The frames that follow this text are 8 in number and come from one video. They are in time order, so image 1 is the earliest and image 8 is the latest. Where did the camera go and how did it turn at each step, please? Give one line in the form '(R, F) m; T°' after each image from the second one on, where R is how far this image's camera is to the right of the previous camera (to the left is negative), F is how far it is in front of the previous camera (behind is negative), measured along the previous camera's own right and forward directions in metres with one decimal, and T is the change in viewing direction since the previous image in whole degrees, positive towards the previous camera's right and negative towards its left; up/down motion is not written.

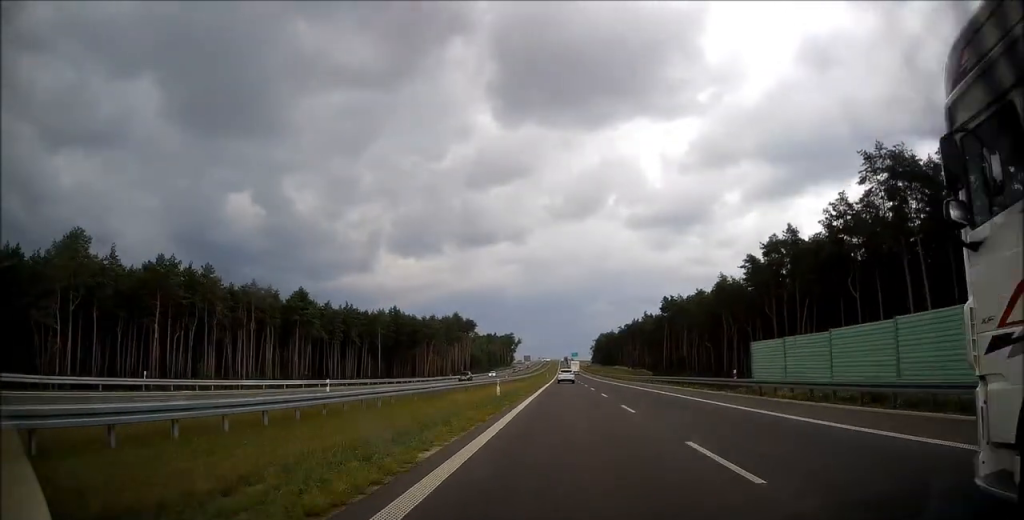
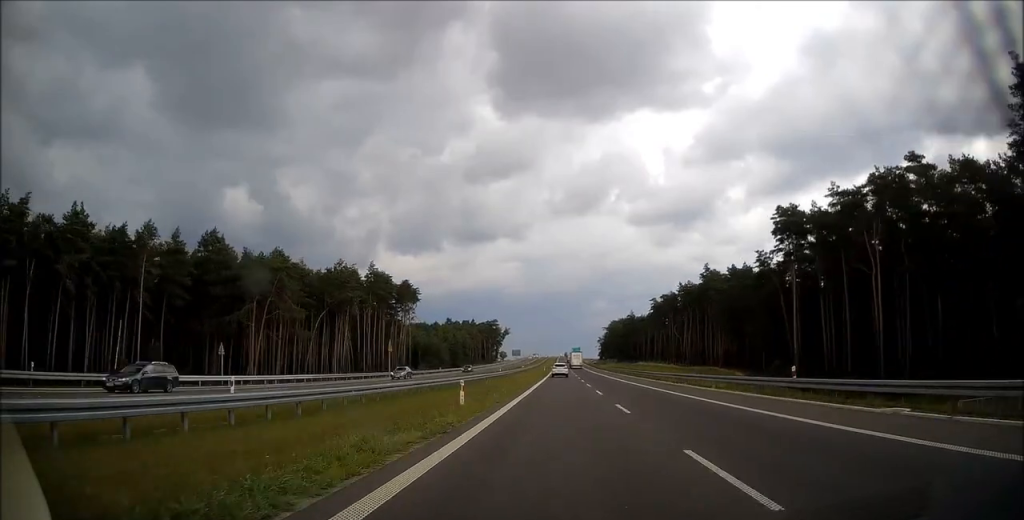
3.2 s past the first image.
(+0.2, +109.2) m; 0°
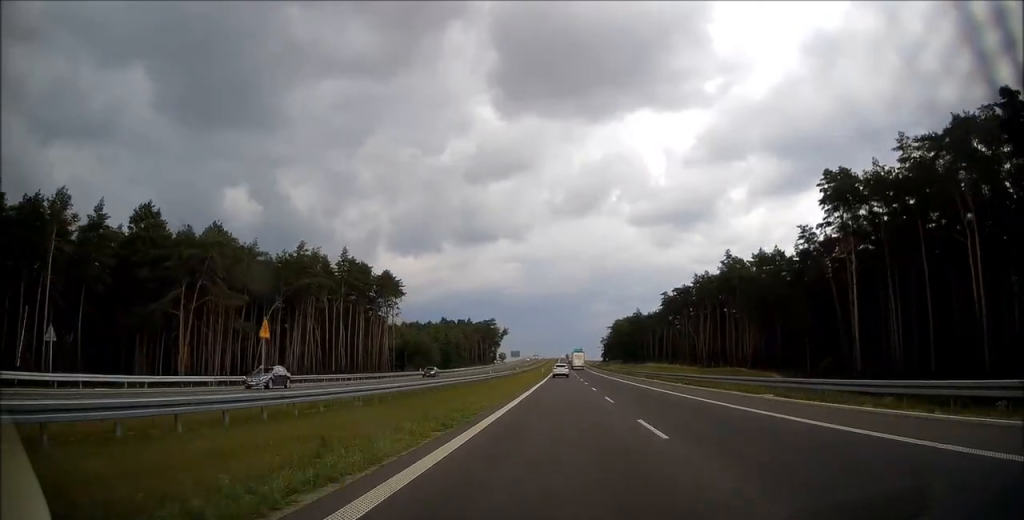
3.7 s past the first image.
(0.0, +17.1) m; 0°
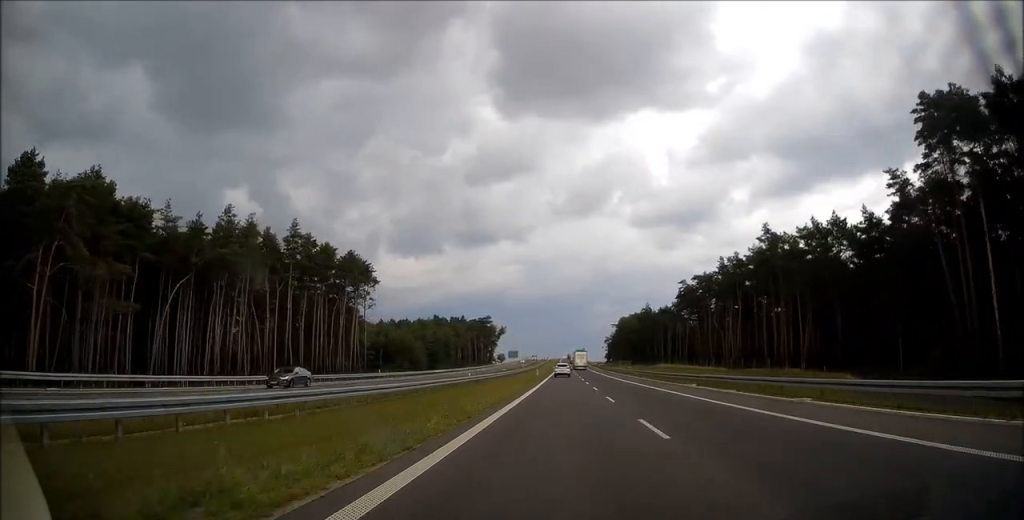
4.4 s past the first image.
(0.0, +24.0) m; 0°
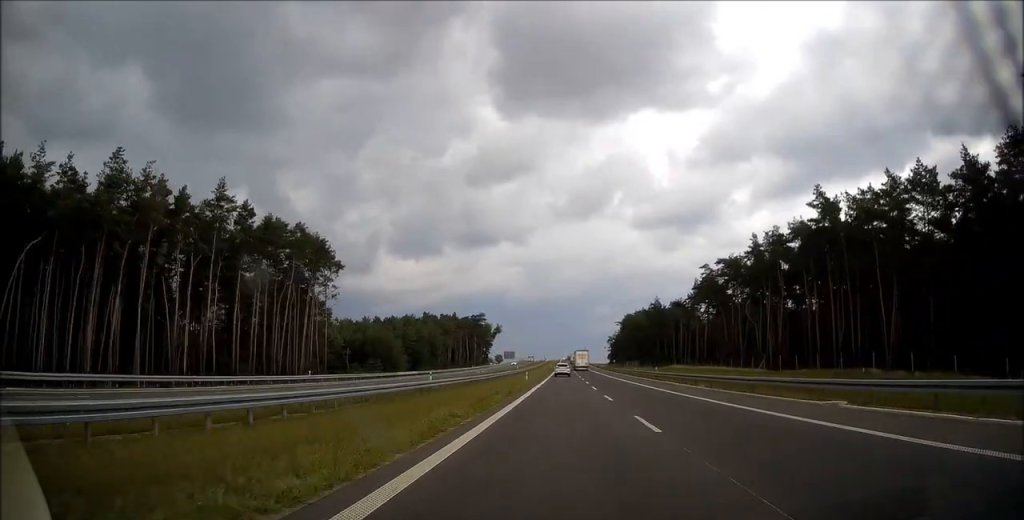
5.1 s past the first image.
(0.0, +22.9) m; 0°
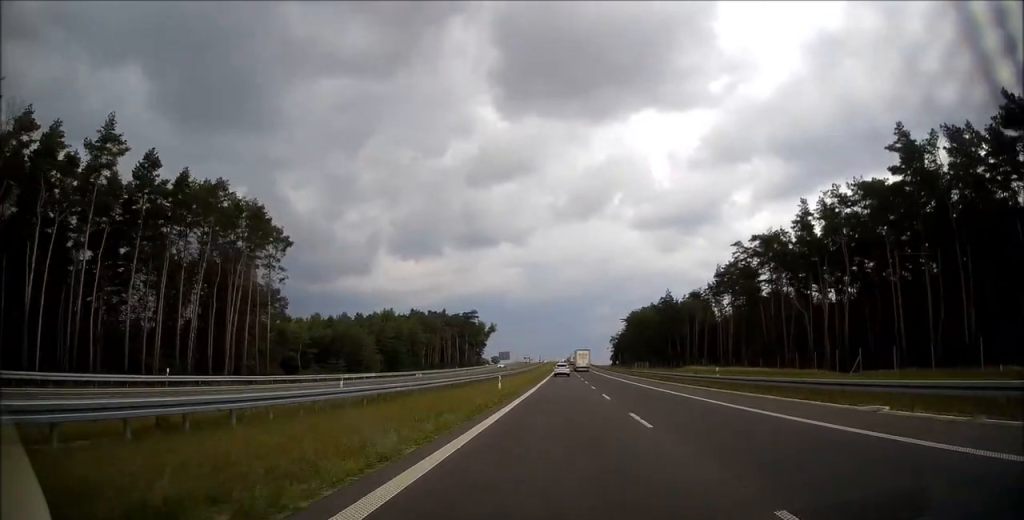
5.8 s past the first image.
(0.0, +22.9) m; 0°
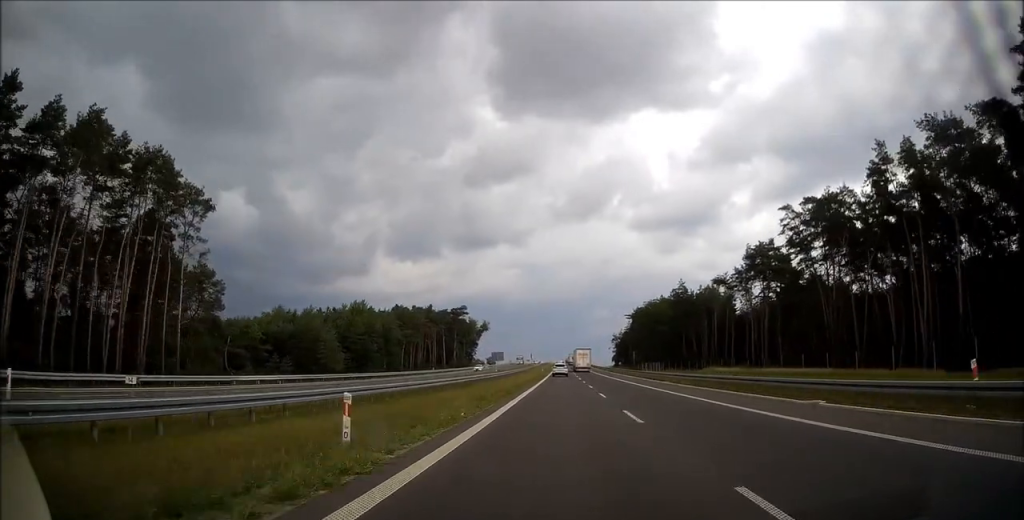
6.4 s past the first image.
(0.0, +22.9) m; 0°
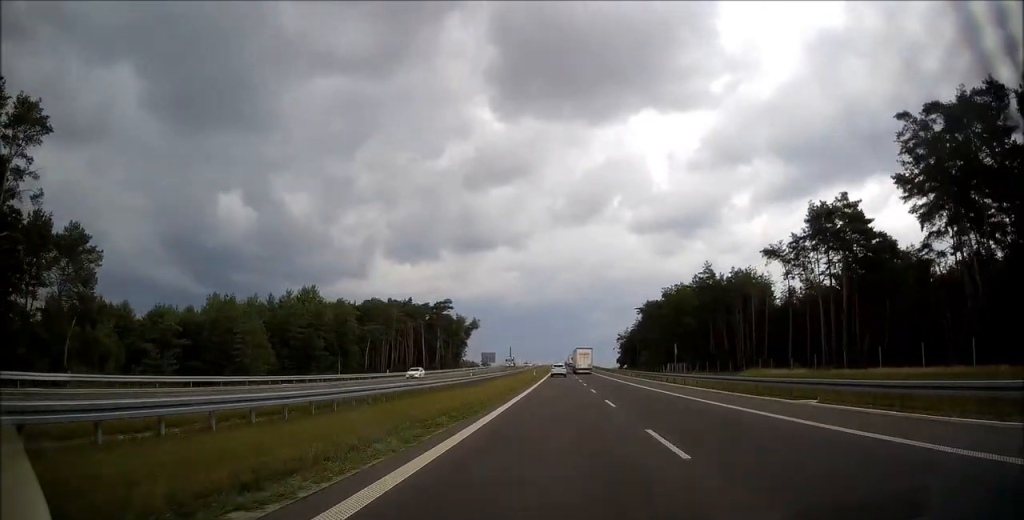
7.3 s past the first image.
(0.0, +29.8) m; 0°
